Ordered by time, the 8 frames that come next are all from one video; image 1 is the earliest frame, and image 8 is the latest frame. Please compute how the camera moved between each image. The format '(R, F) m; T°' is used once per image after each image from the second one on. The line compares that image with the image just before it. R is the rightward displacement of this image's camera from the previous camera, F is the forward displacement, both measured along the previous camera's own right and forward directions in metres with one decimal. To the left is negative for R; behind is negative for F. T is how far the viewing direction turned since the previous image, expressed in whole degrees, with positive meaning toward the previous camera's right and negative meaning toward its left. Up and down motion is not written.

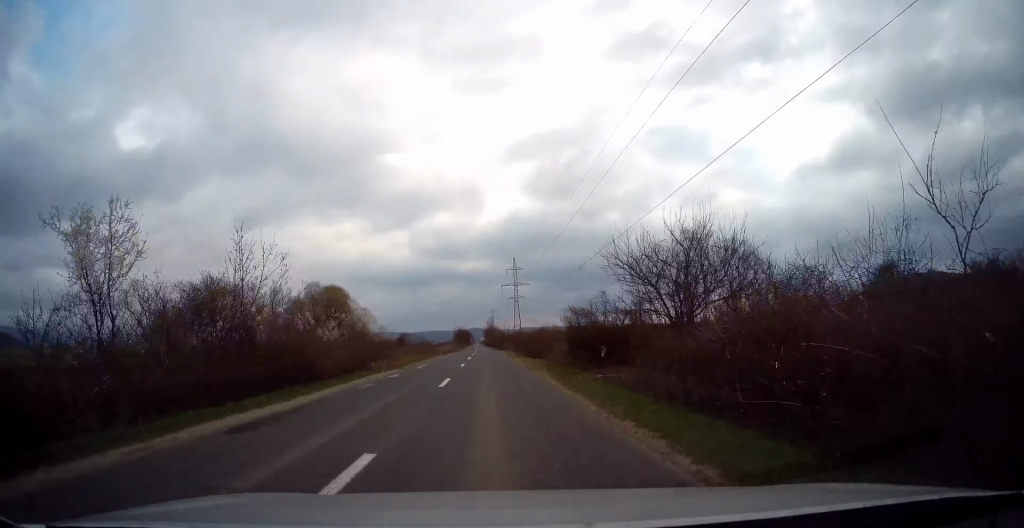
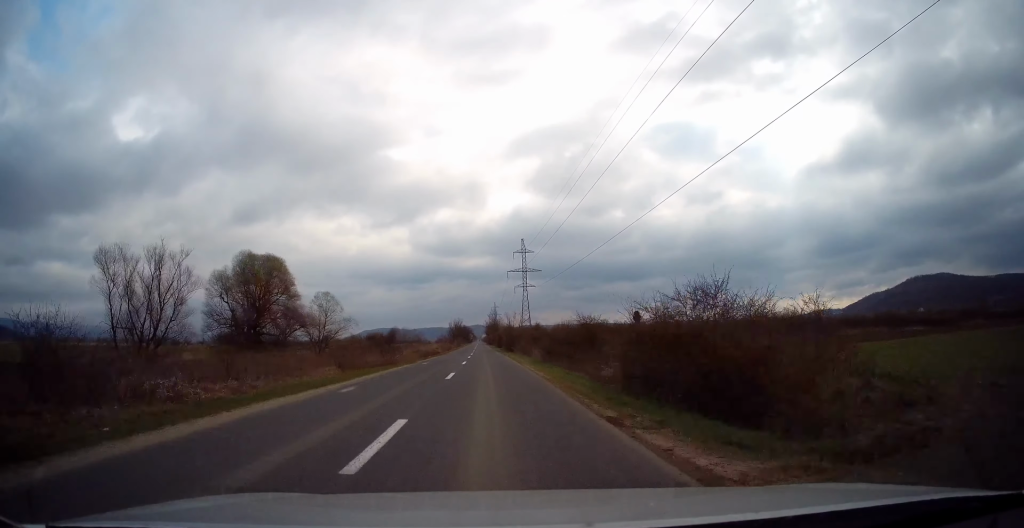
(-0.1, +33.3) m; -1°
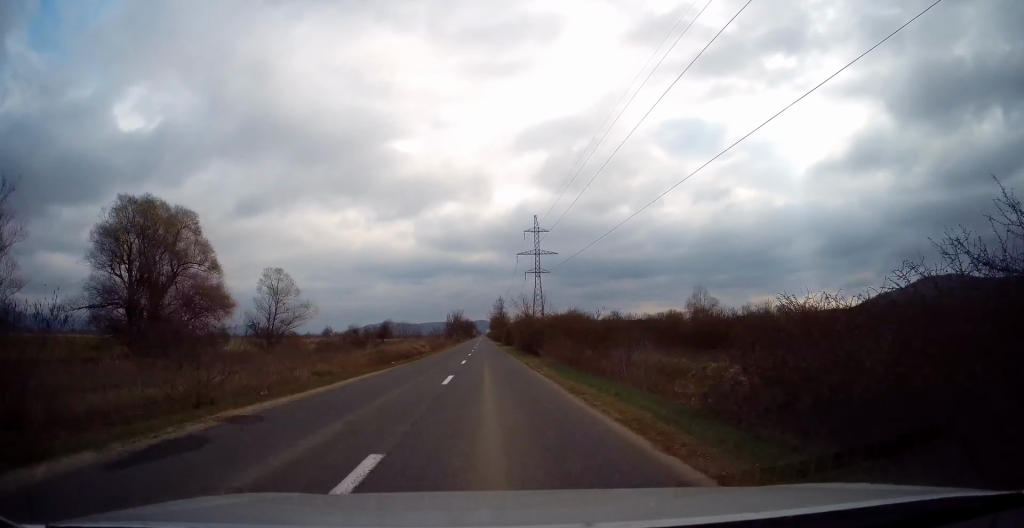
(0.0, +26.1) m; 0°
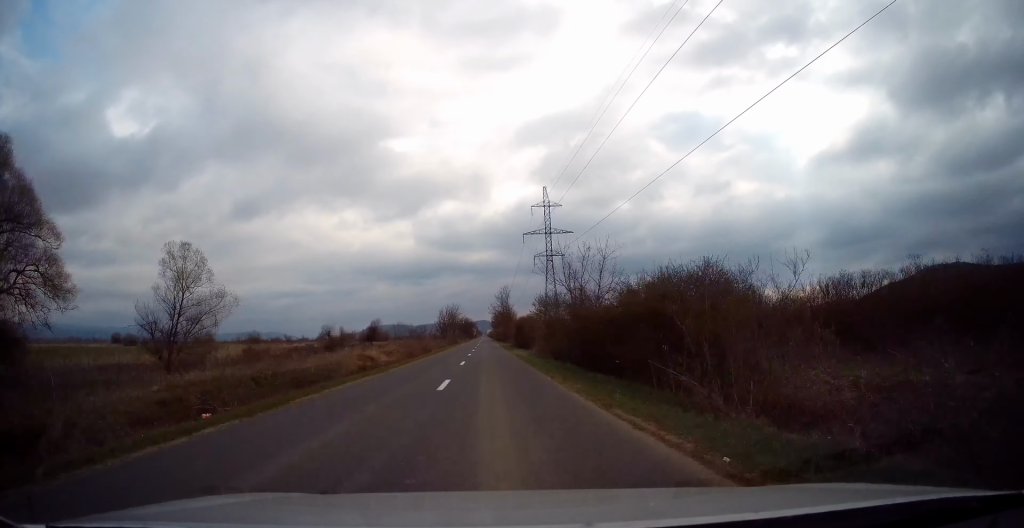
(+0.2, +26.1) m; 0°
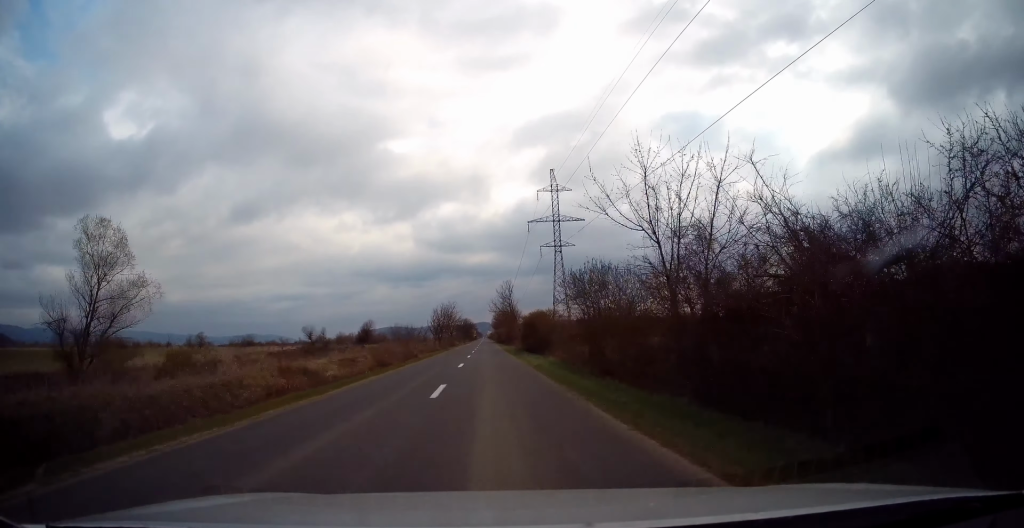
(0.0, +13.0) m; 0°
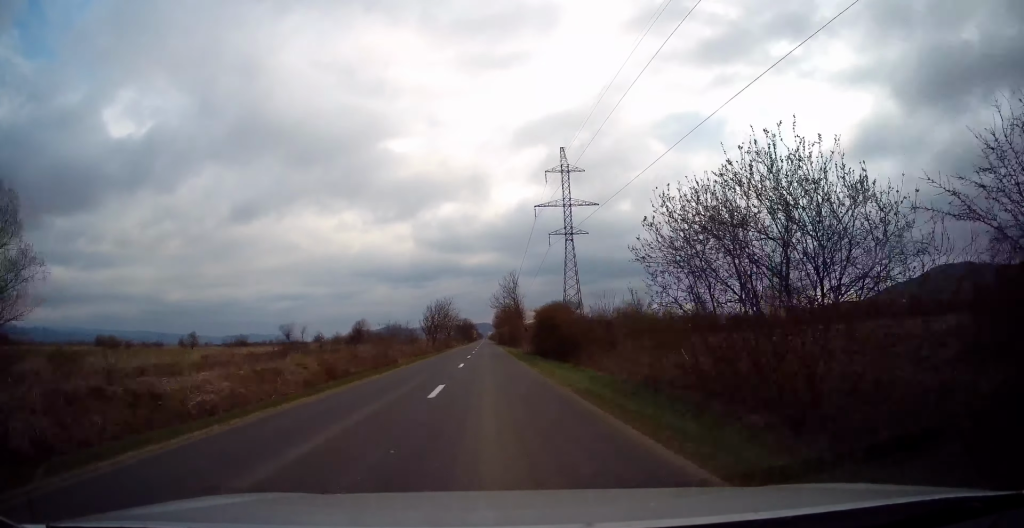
(0.0, +12.1) m; 0°
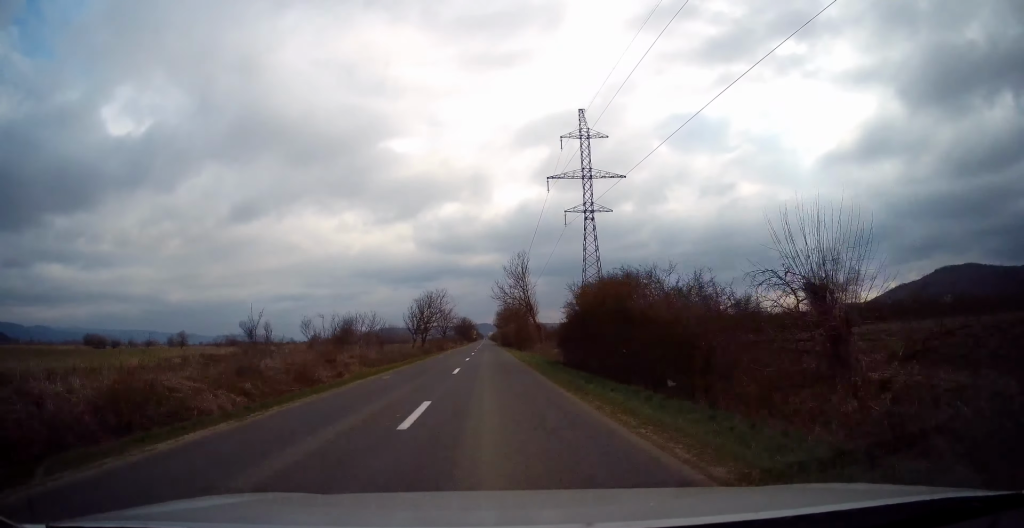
(0.0, +15.5) m; 0°
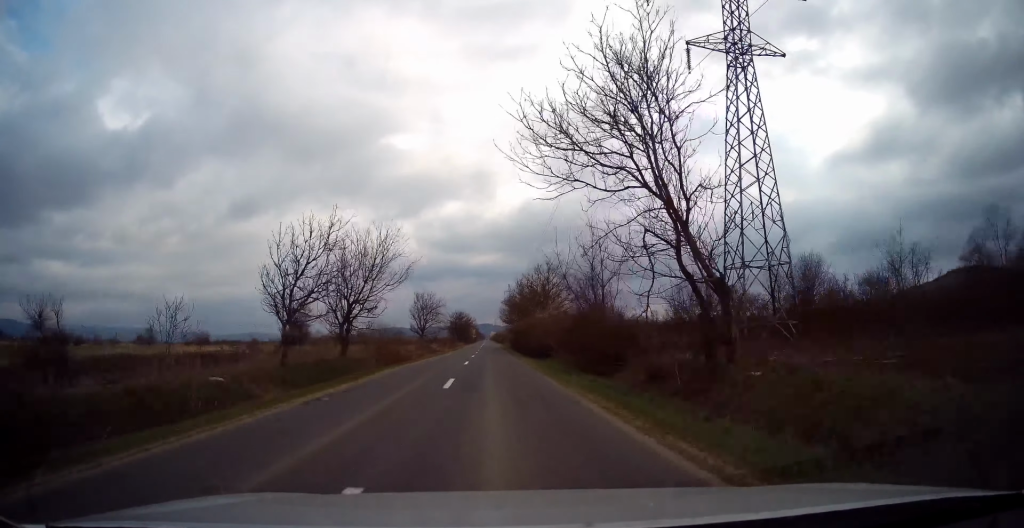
(-0.8, +41.4) m; -1°
